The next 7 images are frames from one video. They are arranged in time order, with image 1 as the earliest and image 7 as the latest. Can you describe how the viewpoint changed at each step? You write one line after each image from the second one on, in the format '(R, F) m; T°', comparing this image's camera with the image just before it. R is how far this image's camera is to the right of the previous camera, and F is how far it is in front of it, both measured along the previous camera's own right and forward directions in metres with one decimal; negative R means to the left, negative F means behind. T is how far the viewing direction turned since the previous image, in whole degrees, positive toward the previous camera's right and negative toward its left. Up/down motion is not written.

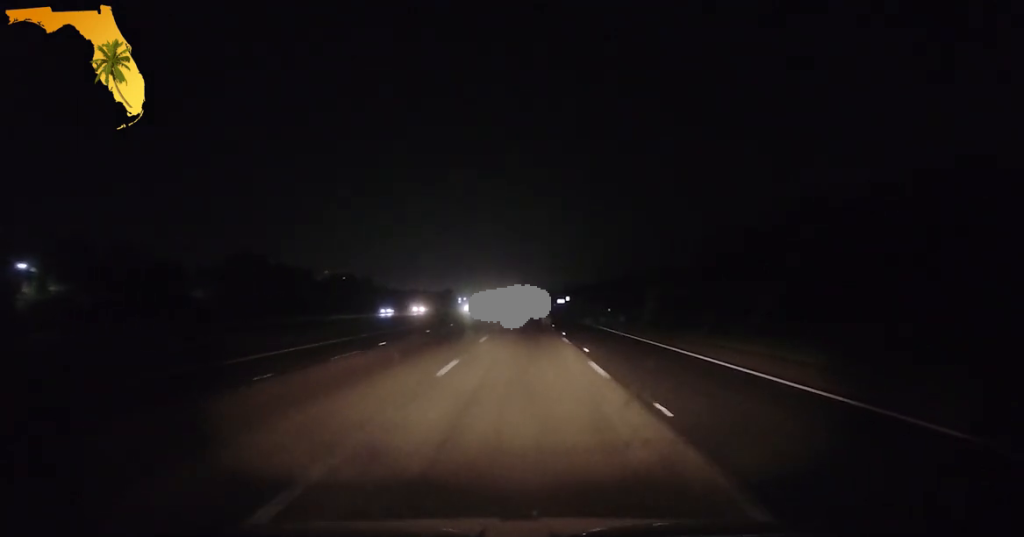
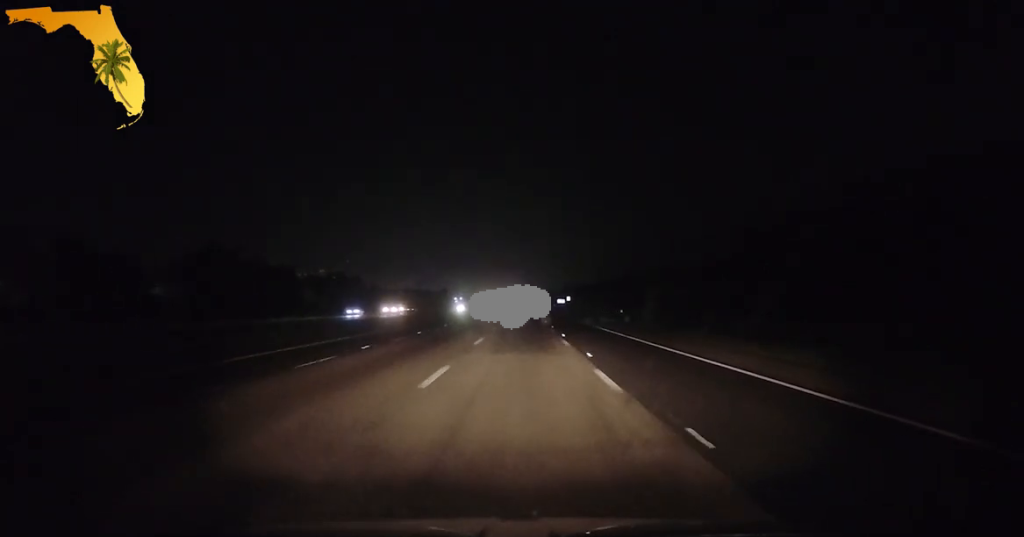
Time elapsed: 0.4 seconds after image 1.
(-0.1, +14.1) m; 0°
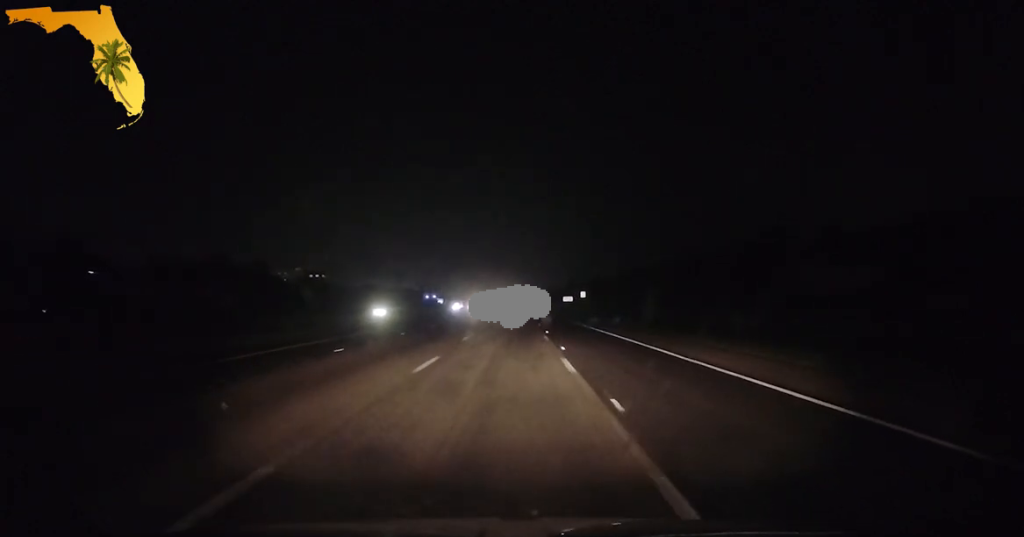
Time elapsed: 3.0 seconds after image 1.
(+0.7, +82.5) m; +1°
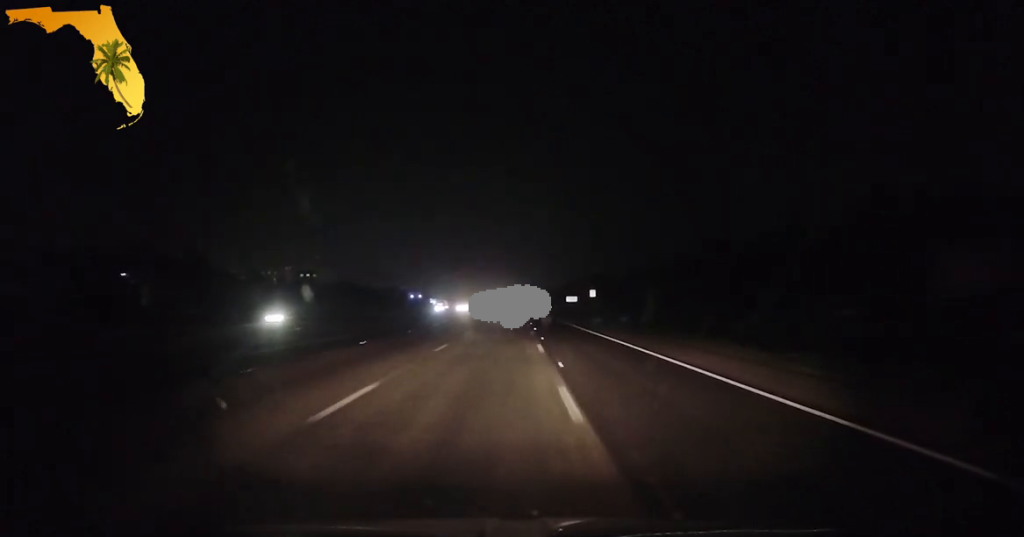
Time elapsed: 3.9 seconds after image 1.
(0.0, +30.0) m; 0°
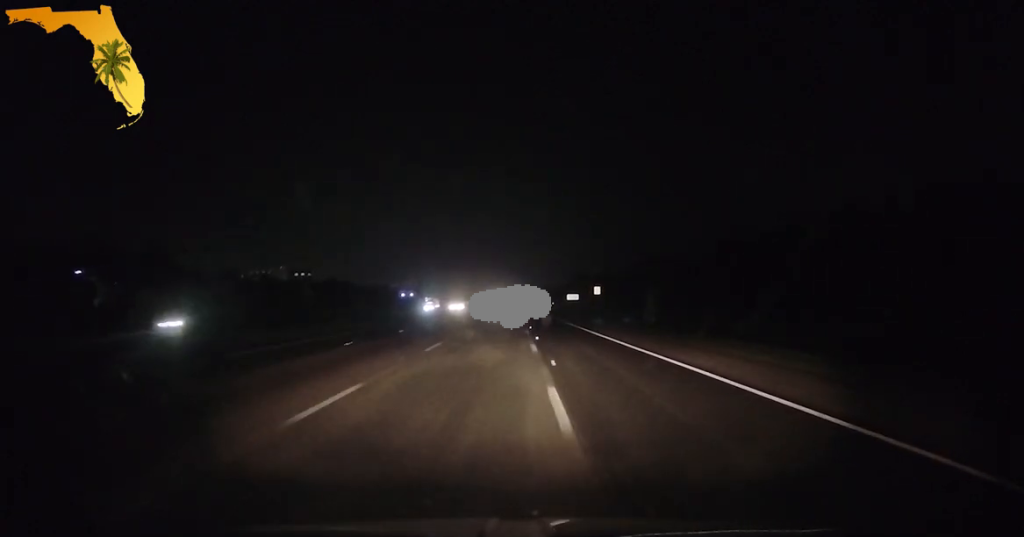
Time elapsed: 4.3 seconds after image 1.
(0.0, +12.9) m; 0°
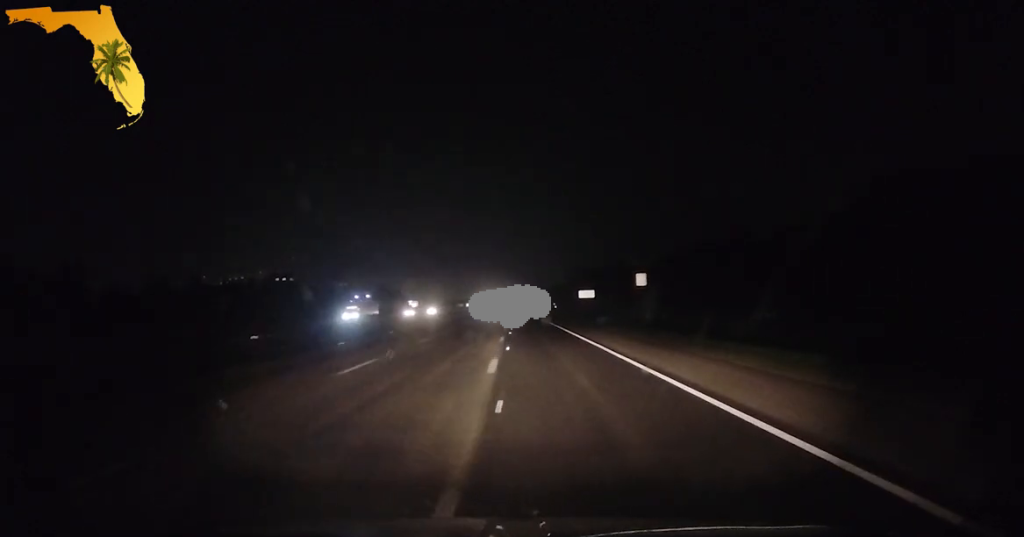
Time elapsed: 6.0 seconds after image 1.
(0.0, +55.2) m; 0°
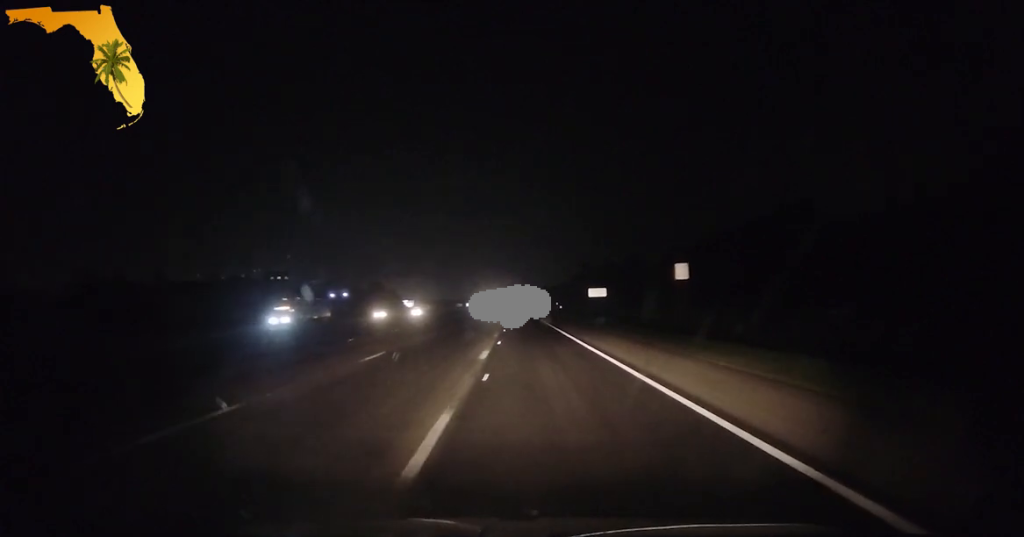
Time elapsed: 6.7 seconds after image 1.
(0.0, +20.6) m; 0°
